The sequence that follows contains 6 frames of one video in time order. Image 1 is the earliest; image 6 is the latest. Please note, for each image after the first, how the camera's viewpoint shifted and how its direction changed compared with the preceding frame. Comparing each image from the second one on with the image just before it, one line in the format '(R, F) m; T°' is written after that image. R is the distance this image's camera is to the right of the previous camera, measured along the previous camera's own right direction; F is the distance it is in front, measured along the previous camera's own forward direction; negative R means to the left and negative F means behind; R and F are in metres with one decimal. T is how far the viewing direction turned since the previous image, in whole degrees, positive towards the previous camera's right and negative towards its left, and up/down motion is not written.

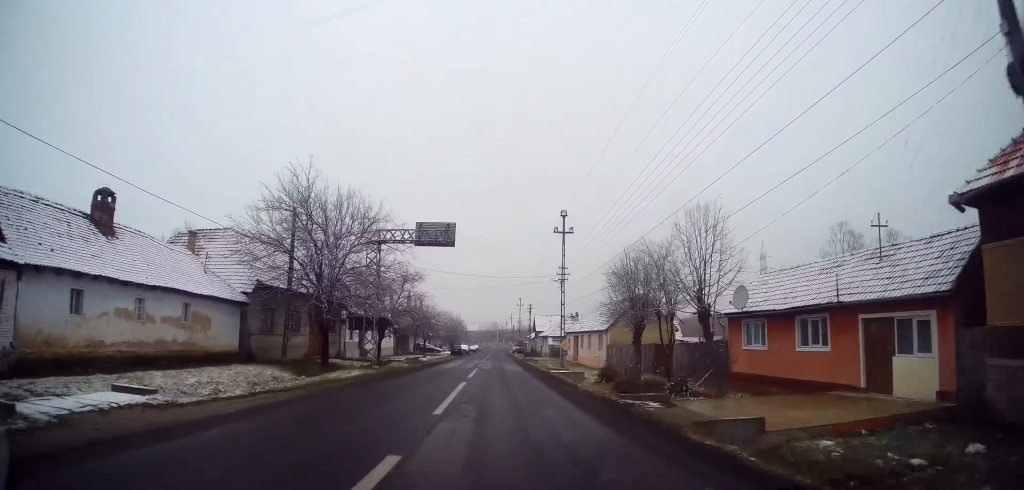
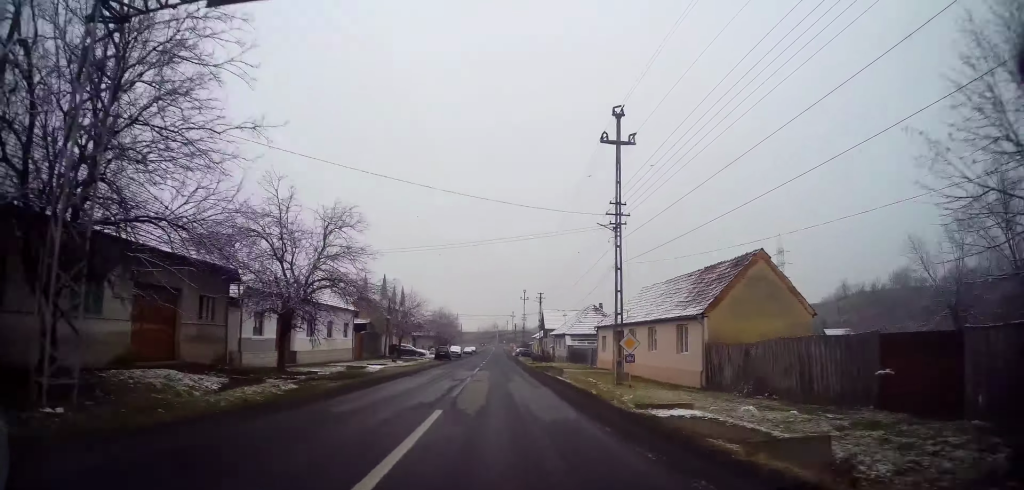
(-0.1, +20.2) m; -1°
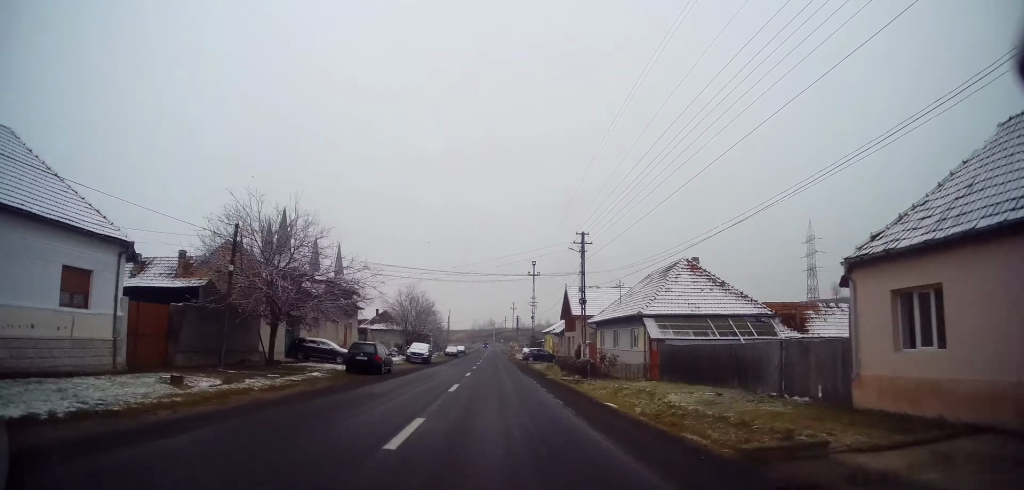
(-0.2, +33.4) m; +1°
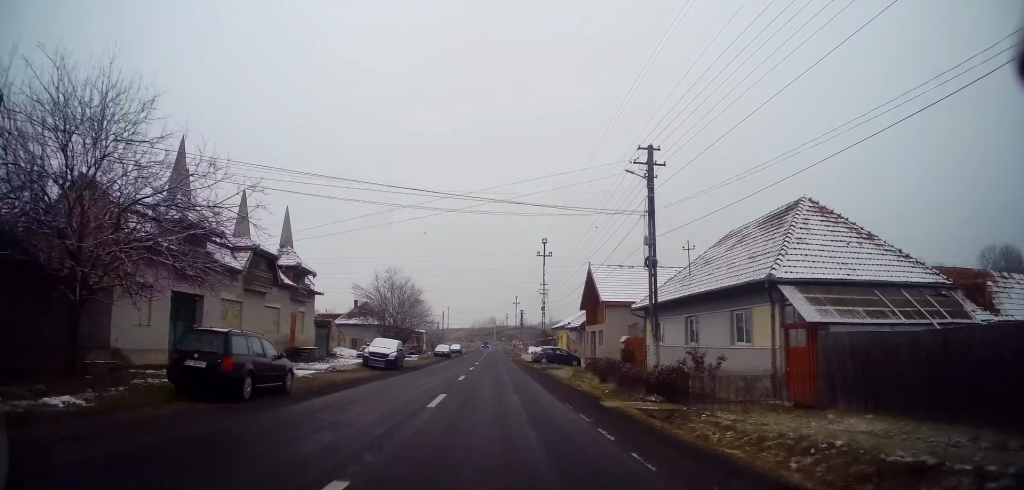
(+0.2, +13.8) m; +1°
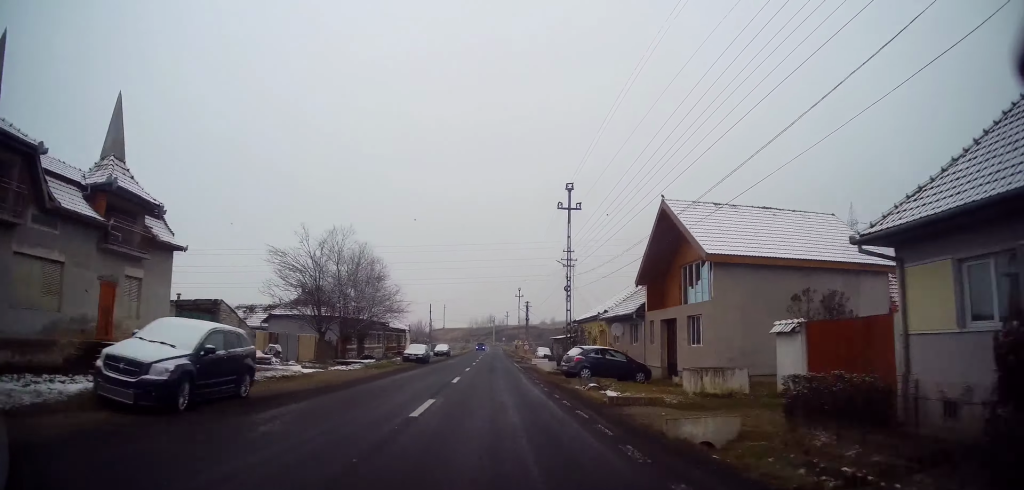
(0.0, +19.6) m; -1°
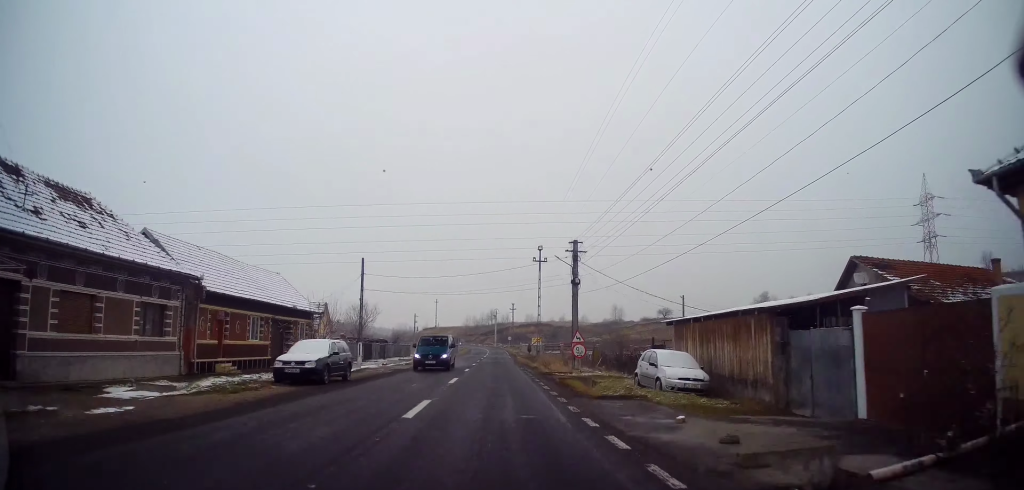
(-0.7, +45.3) m; -1°
